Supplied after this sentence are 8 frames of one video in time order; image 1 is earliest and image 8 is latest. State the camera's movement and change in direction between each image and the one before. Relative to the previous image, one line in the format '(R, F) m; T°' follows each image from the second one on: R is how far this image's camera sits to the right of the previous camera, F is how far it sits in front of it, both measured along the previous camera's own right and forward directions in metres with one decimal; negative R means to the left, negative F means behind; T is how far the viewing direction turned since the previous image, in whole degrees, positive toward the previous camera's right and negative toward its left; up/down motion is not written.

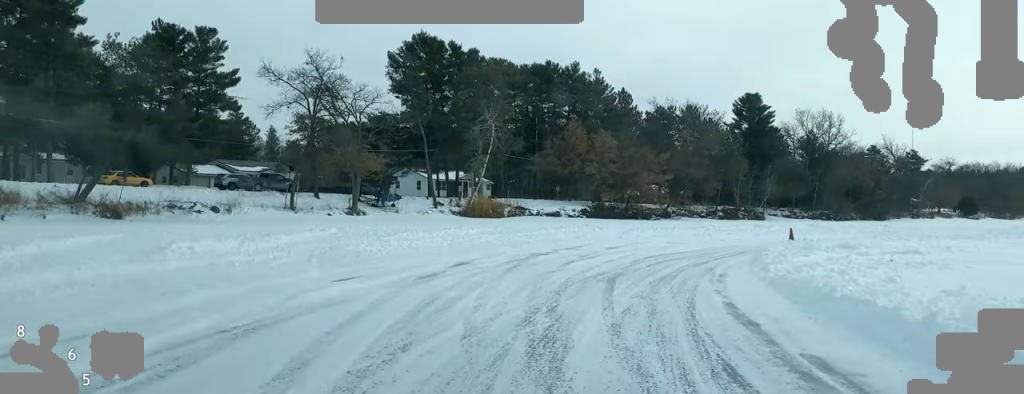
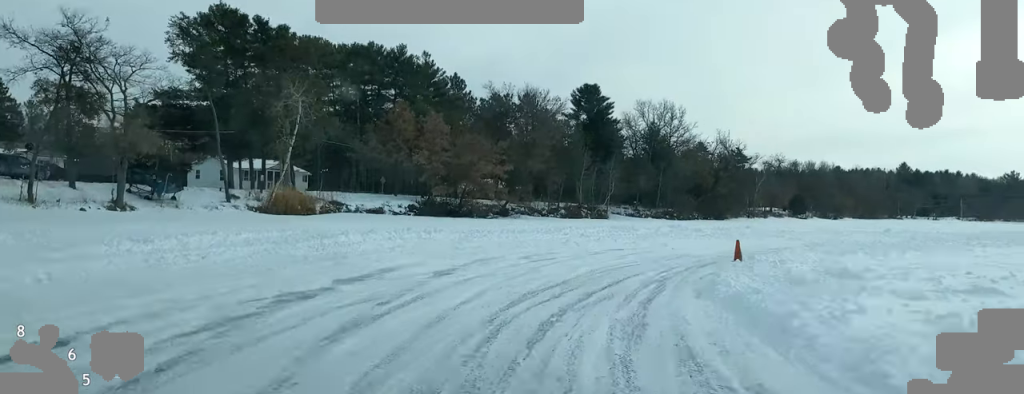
(+1.2, +13.7) m; +10°
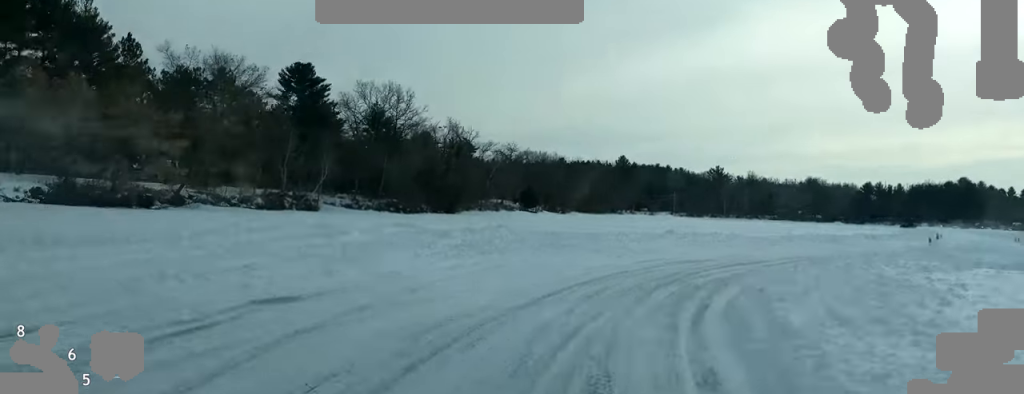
(+2.9, +20.6) m; +16°
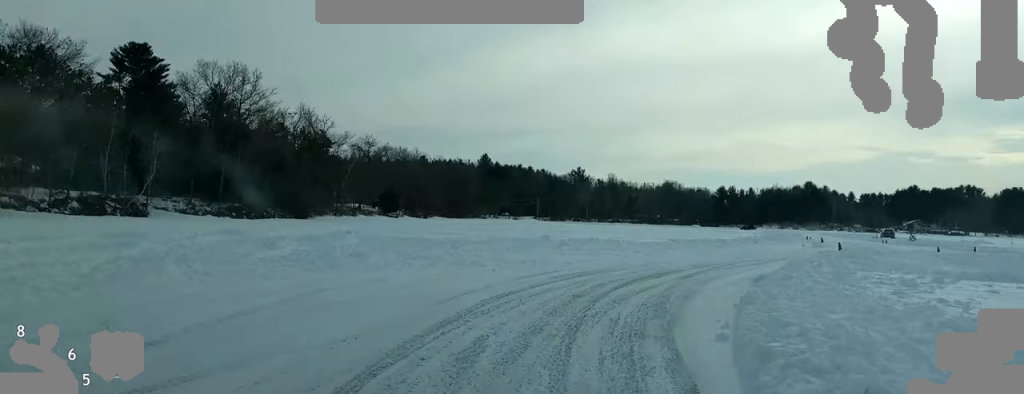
(+0.3, +7.8) m; +6°
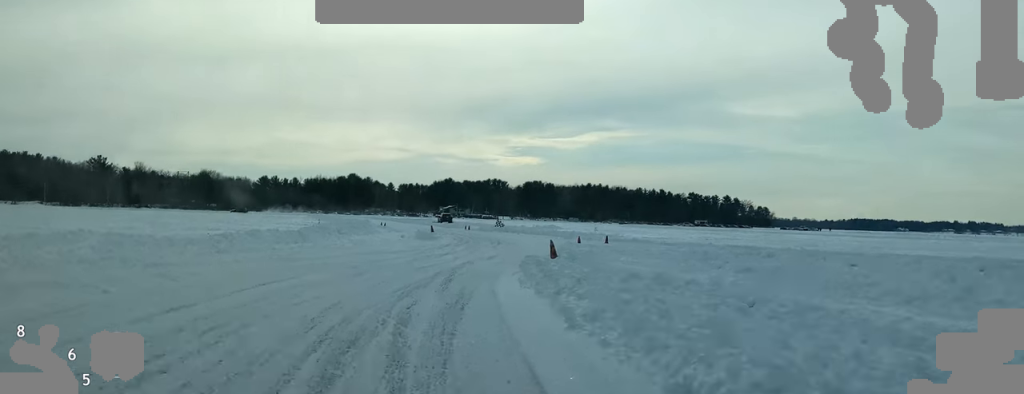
(+3.5, +22.5) m; +15°
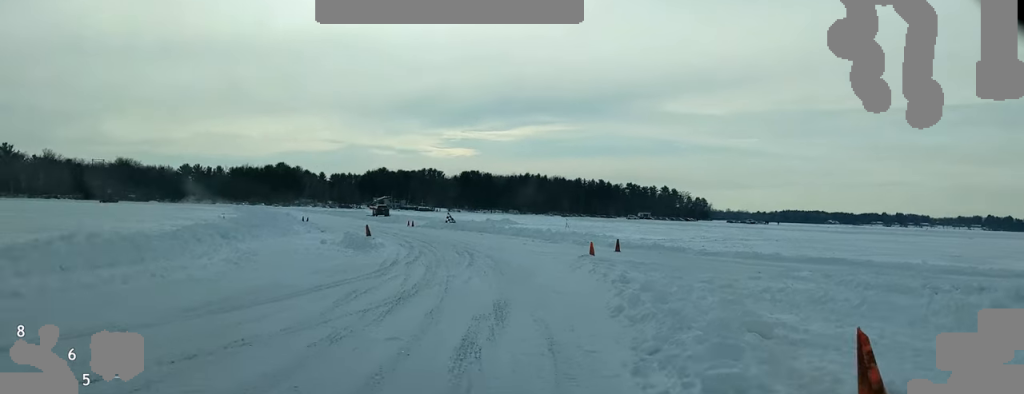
(+1.2, +17.5) m; +5°
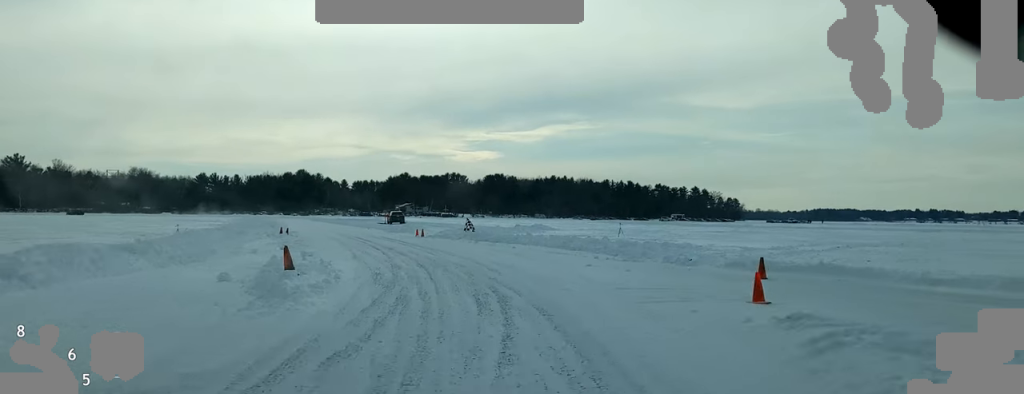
(+0.2, +16.7) m; -1°
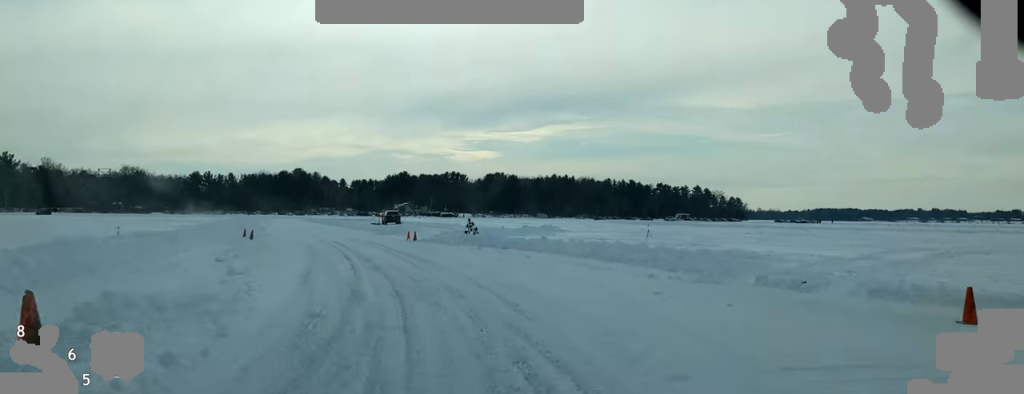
(0.0, +9.4) m; -2°
